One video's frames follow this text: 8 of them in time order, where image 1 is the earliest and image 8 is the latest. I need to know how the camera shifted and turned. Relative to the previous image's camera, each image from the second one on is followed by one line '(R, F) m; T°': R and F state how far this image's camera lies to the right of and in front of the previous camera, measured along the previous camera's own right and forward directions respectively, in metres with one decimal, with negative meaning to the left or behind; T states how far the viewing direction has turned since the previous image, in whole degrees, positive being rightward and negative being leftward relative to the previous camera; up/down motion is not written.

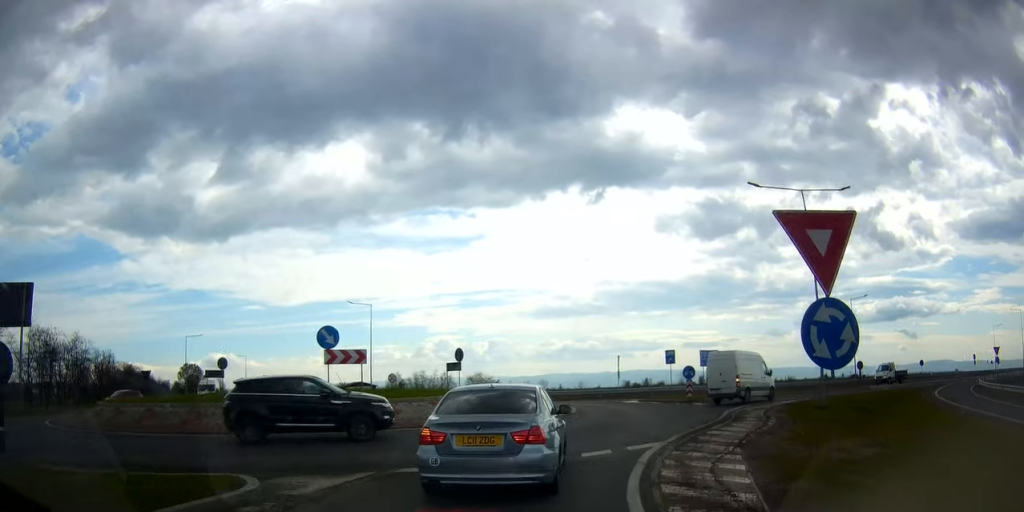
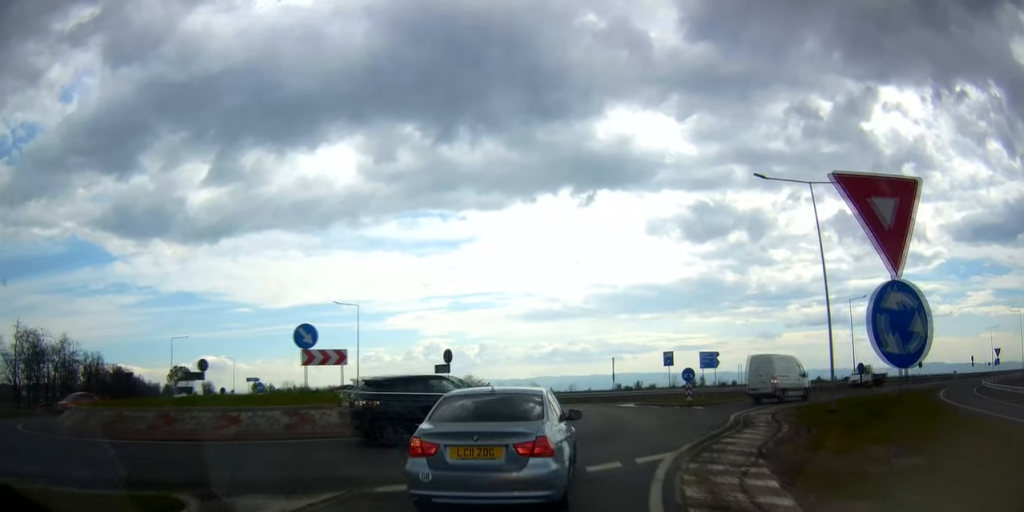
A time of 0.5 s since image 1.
(+0.1, +4.3) m; -1°
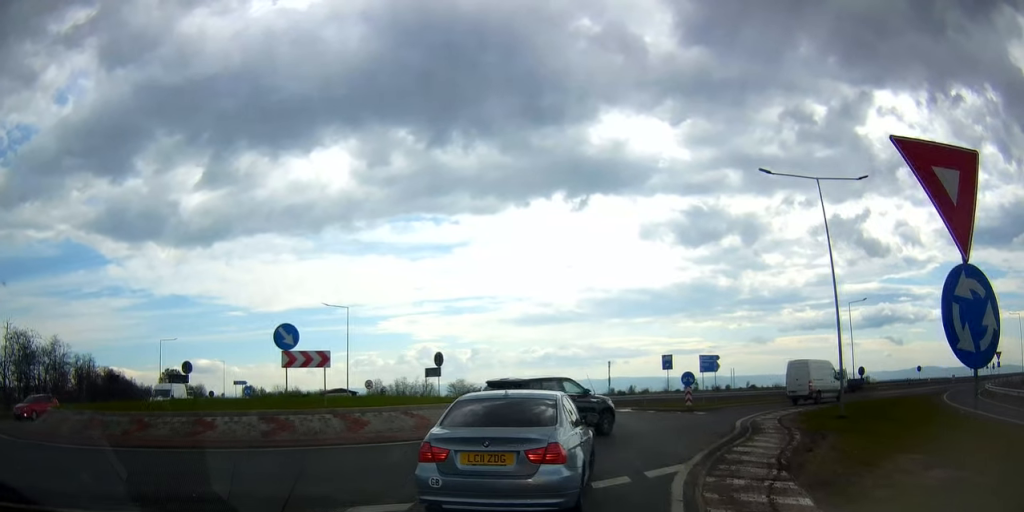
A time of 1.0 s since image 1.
(-0.2, +3.2) m; -4°
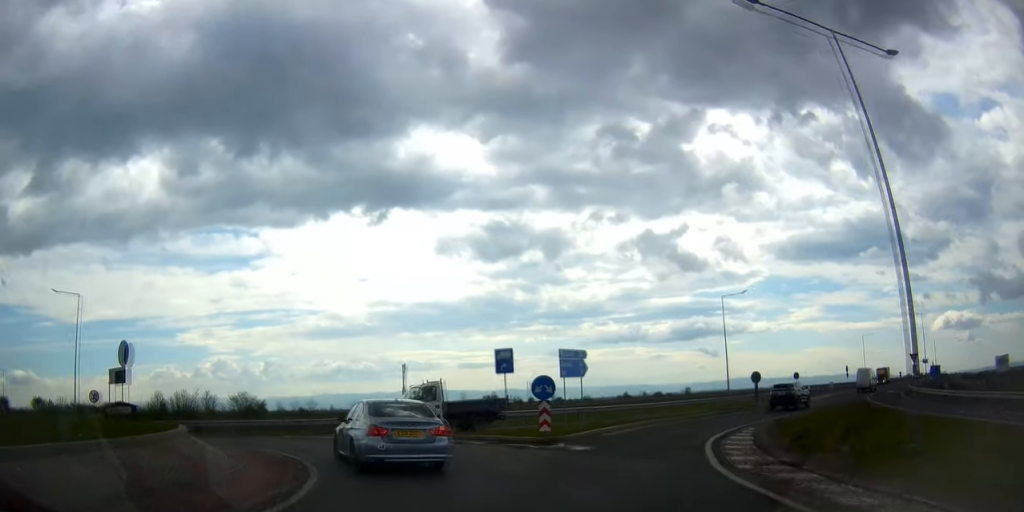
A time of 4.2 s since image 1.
(+0.2, +11.0) m; +34°
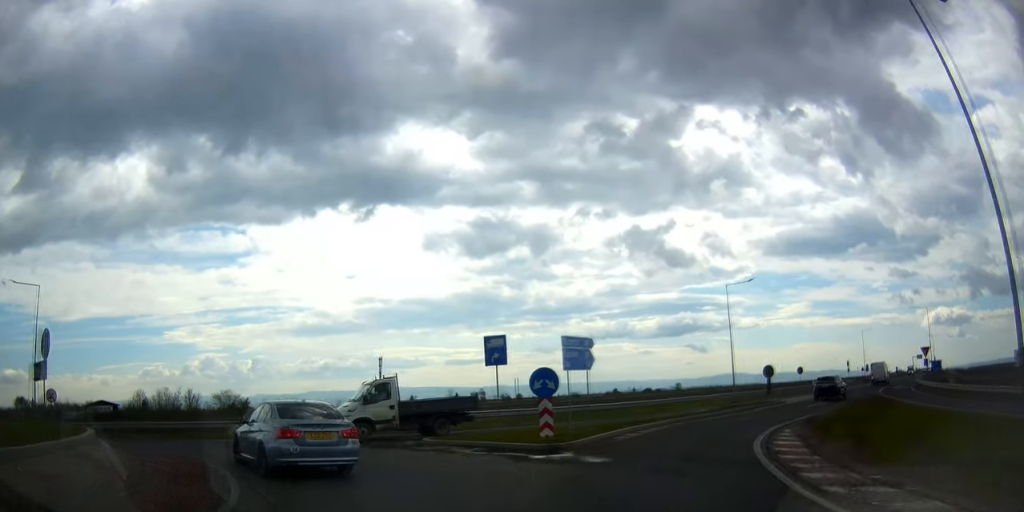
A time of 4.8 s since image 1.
(+0.2, +1.6) m; +6°
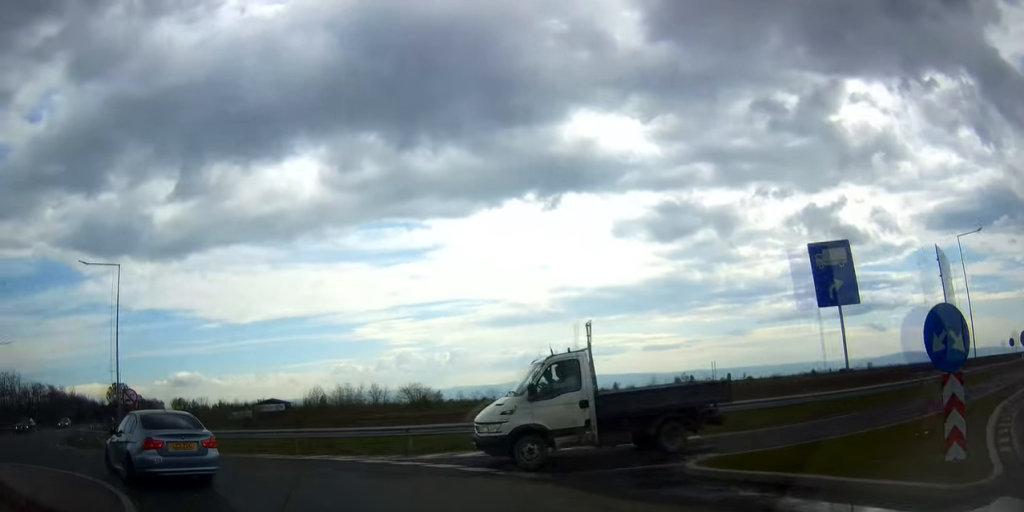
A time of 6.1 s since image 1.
(-0.2, +6.6) m; -7°
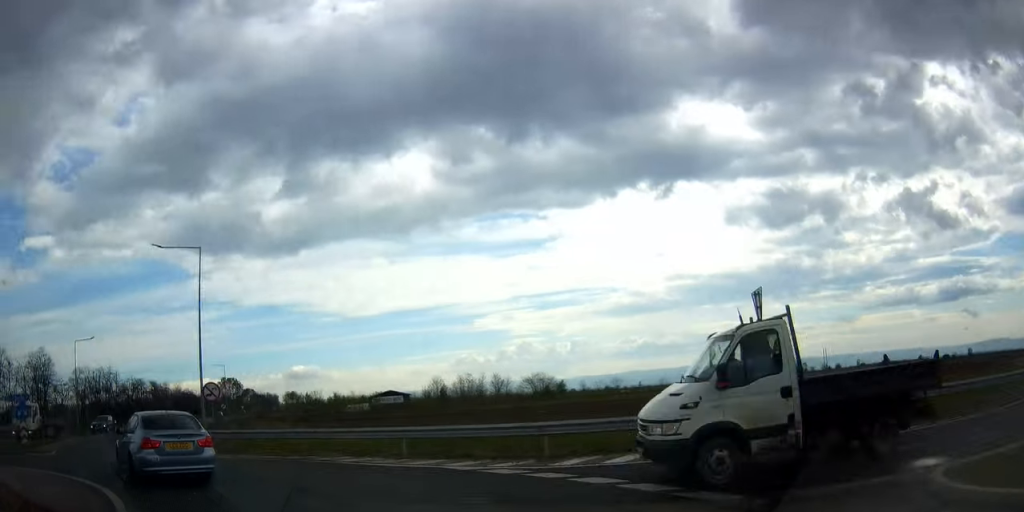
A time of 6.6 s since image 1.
(-0.1, +2.5) m; -3°
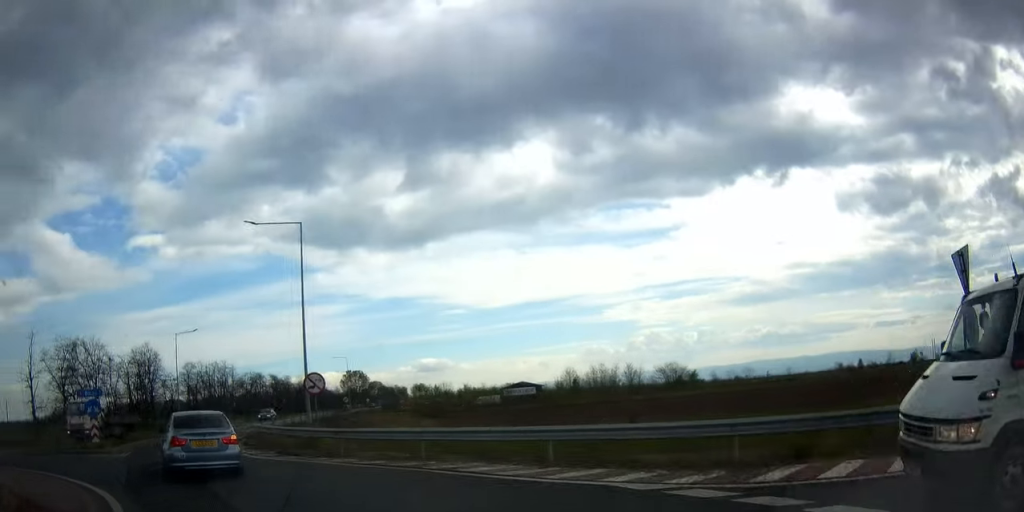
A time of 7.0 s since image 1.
(0.0, +2.9) m; -2°
